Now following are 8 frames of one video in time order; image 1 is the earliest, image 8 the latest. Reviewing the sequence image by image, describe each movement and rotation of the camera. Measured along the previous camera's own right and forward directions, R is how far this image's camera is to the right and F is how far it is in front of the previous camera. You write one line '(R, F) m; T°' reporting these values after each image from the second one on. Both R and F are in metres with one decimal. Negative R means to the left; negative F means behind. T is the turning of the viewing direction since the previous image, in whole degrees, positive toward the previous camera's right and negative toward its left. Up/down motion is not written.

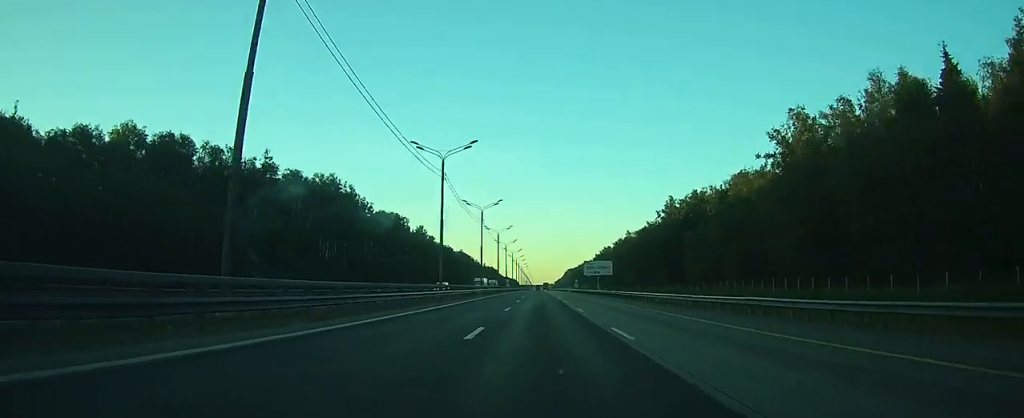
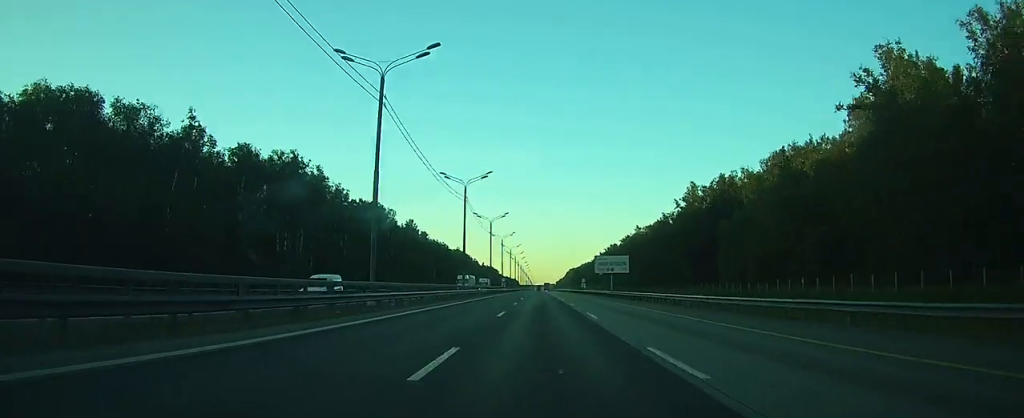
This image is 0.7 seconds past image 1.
(0.0, +21.8) m; 0°
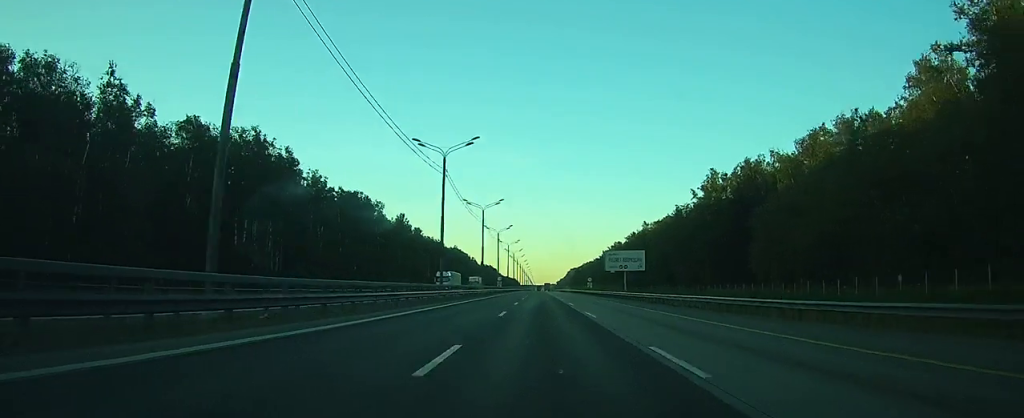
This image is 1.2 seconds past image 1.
(0.0, +15.6) m; 0°
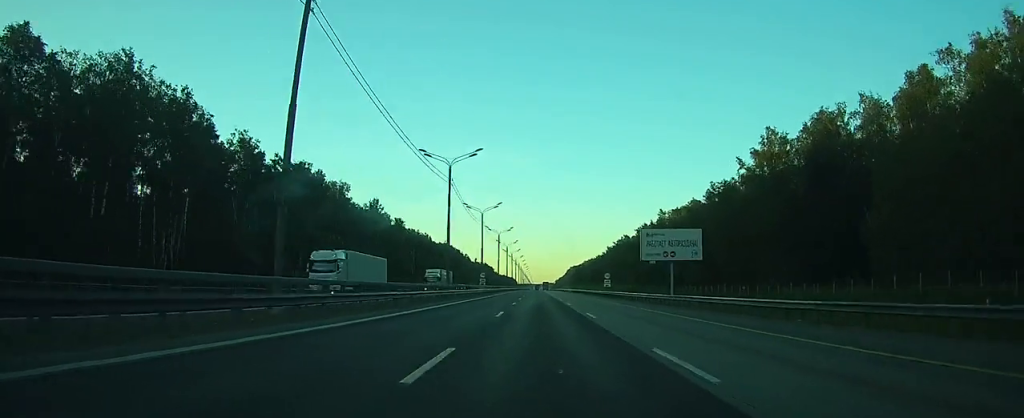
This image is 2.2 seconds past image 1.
(0.0, +32.3) m; 0°
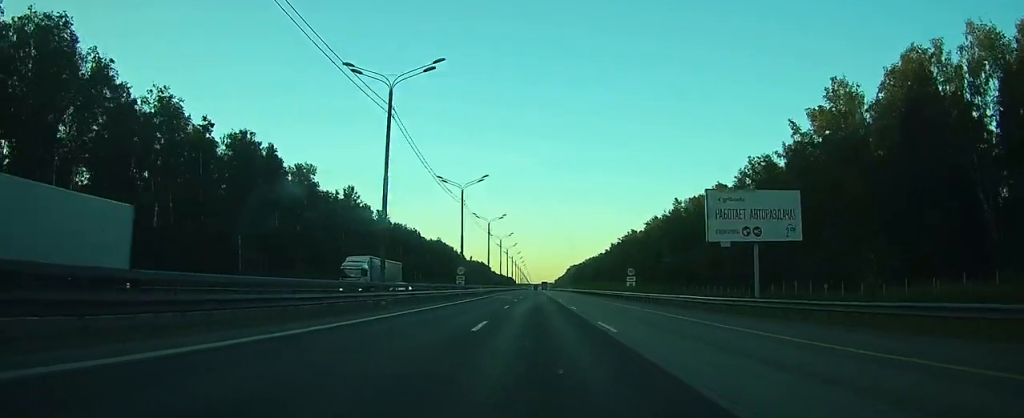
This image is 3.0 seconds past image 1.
(0.0, +23.0) m; 0°
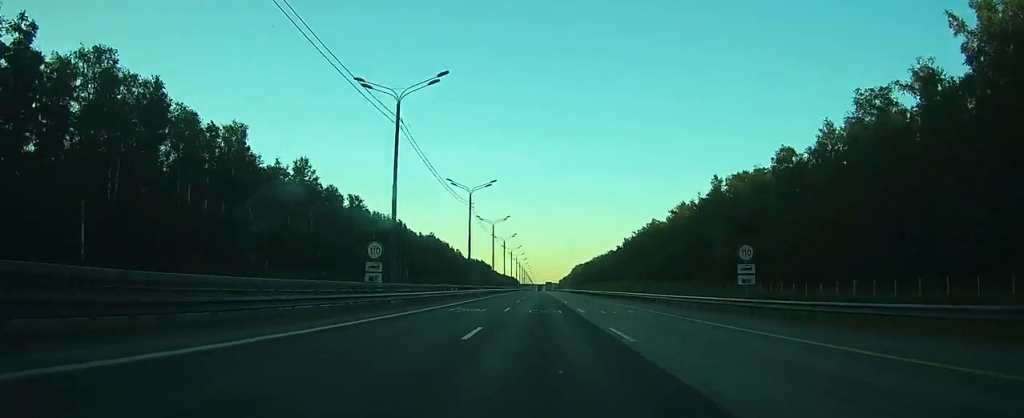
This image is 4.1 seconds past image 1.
(+0.1, +34.6) m; 0°
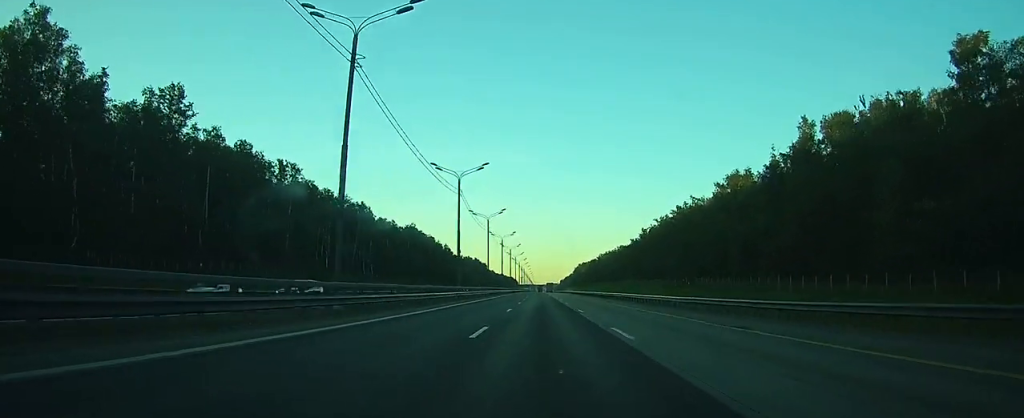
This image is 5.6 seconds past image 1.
(-0.2, +47.0) m; -1°
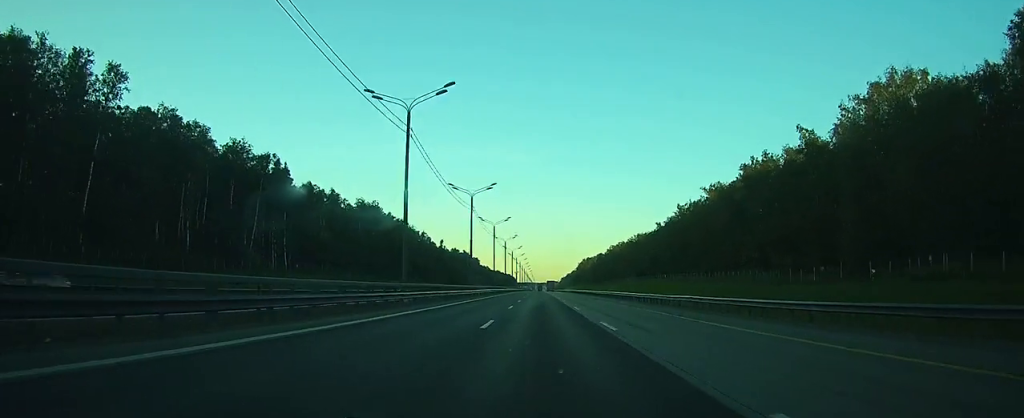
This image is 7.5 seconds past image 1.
(+0.1, +60.3) m; 0°
